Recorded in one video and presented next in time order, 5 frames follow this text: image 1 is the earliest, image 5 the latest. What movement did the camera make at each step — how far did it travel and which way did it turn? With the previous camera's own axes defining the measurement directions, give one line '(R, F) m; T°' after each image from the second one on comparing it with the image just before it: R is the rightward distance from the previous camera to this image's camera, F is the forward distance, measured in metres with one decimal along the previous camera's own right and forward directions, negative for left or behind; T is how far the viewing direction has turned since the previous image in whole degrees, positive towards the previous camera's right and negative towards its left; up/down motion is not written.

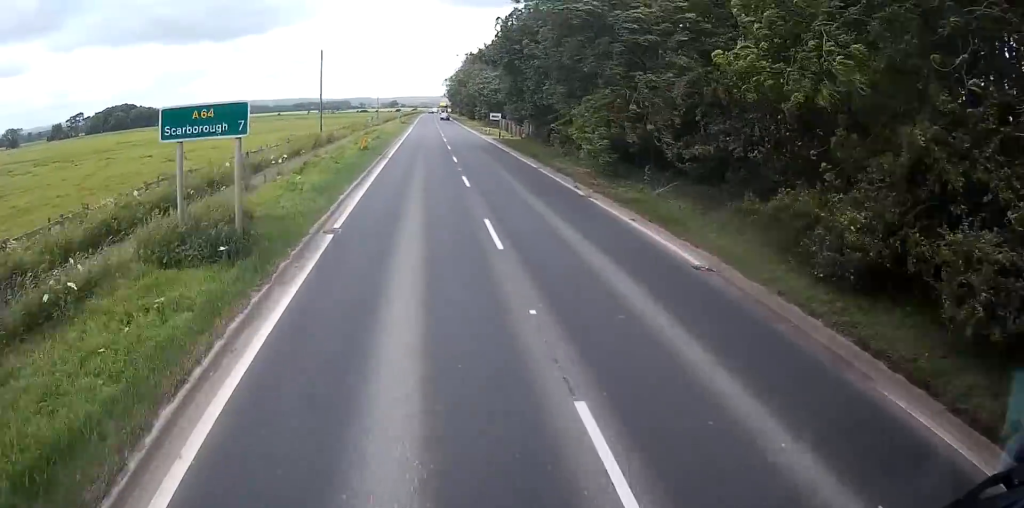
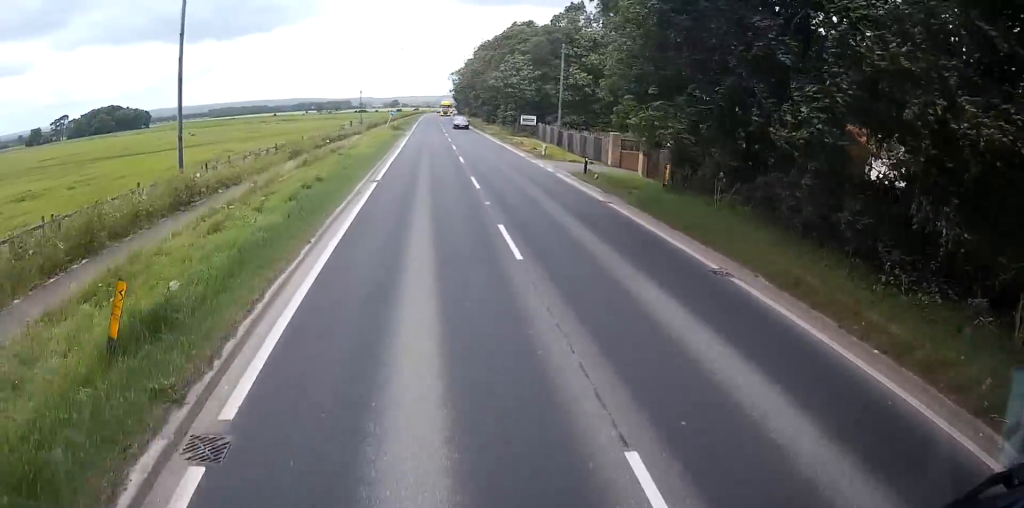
(0.0, +28.0) m; 0°
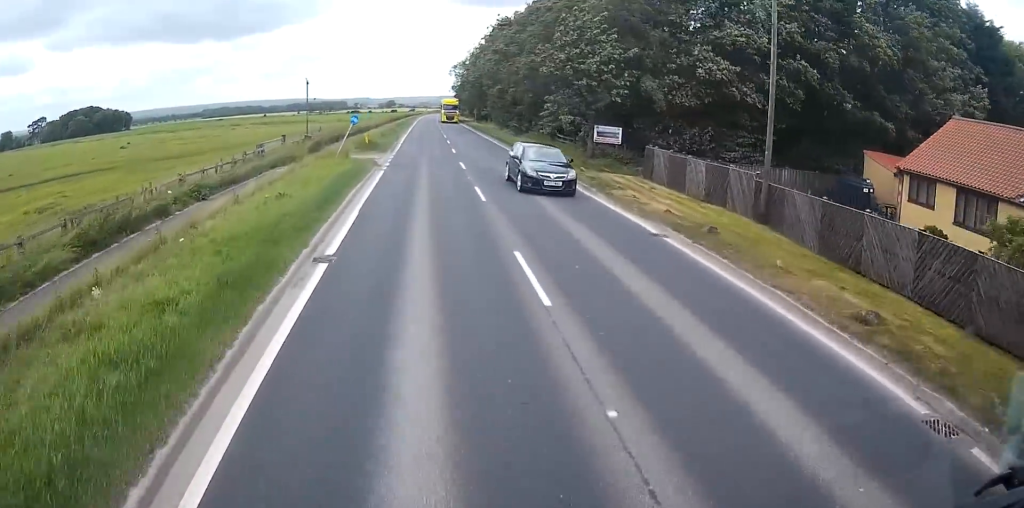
(+0.1, +28.7) m; 0°
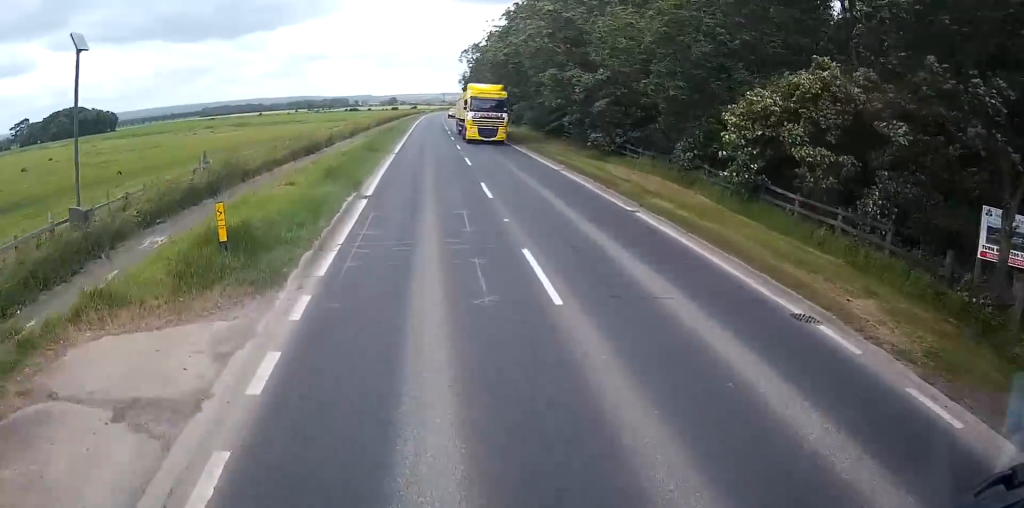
(0.0, +26.4) m; 0°
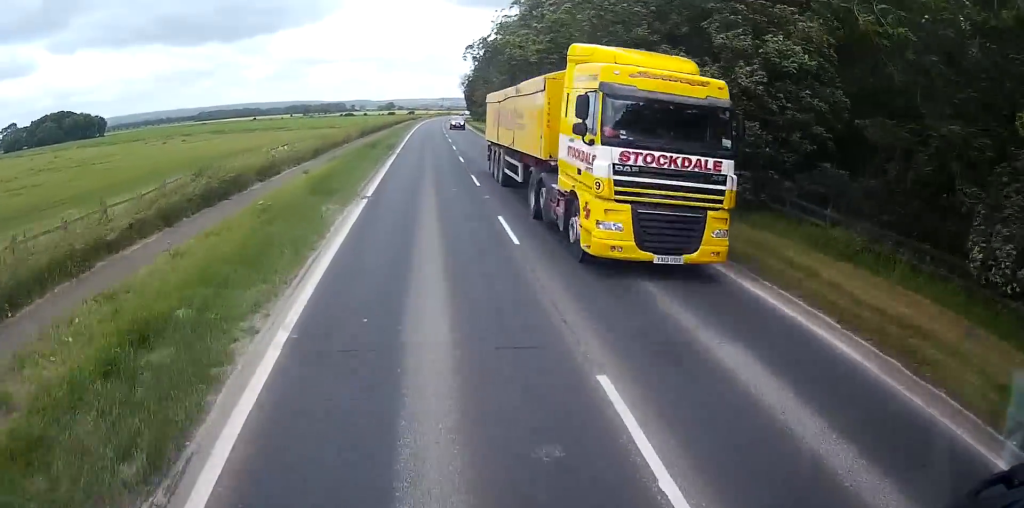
(0.0, +13.7) m; 0°
